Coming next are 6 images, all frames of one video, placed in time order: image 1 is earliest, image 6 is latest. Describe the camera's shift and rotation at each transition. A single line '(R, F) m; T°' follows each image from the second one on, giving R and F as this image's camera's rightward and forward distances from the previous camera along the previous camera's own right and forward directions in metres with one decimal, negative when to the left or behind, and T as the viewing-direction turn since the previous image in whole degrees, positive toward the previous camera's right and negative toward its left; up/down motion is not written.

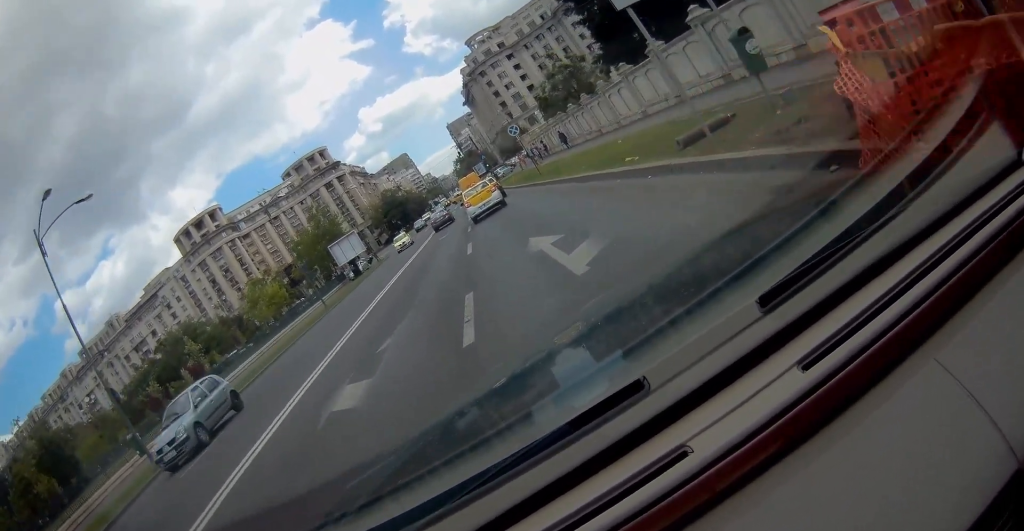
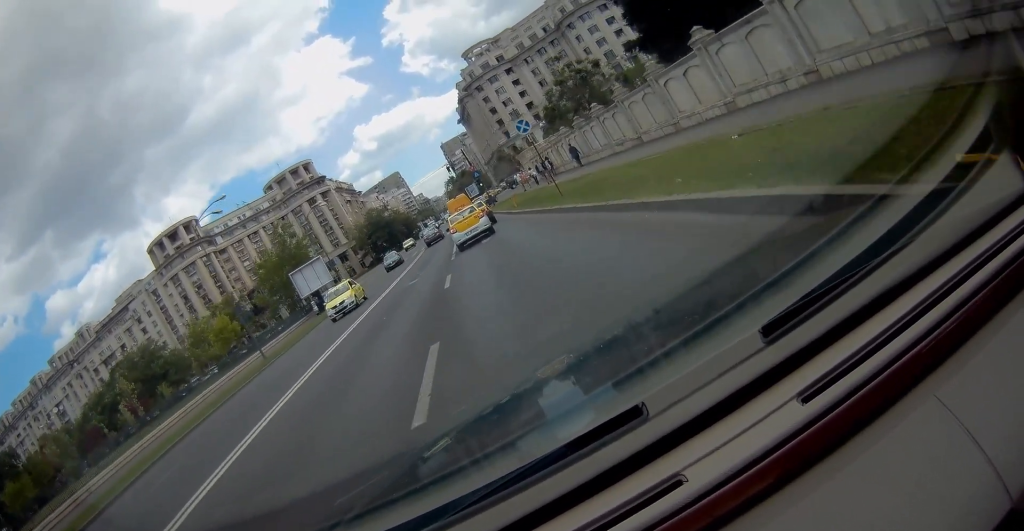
(-0.1, +10.0) m; -1°
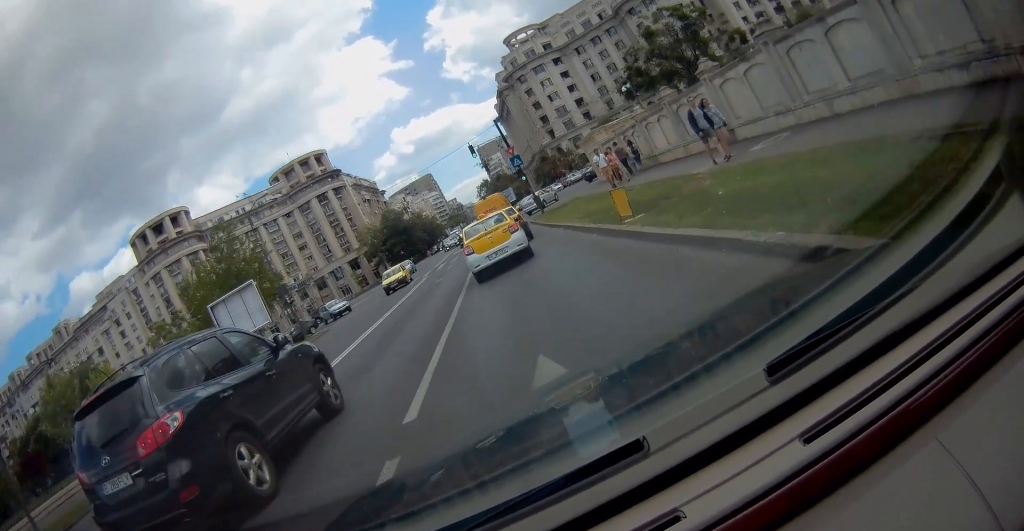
(+0.8, +21.1) m; +1°
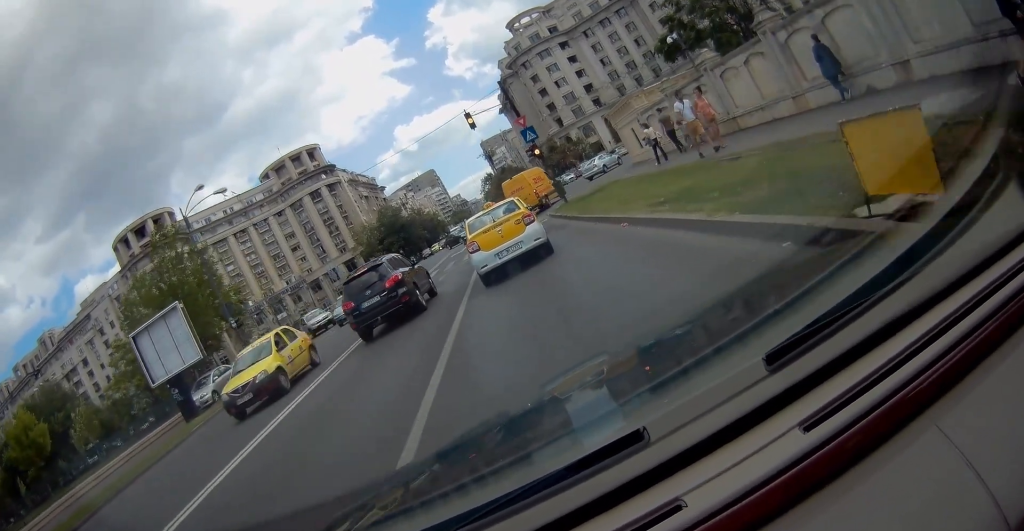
(-0.7, +9.4) m; -1°
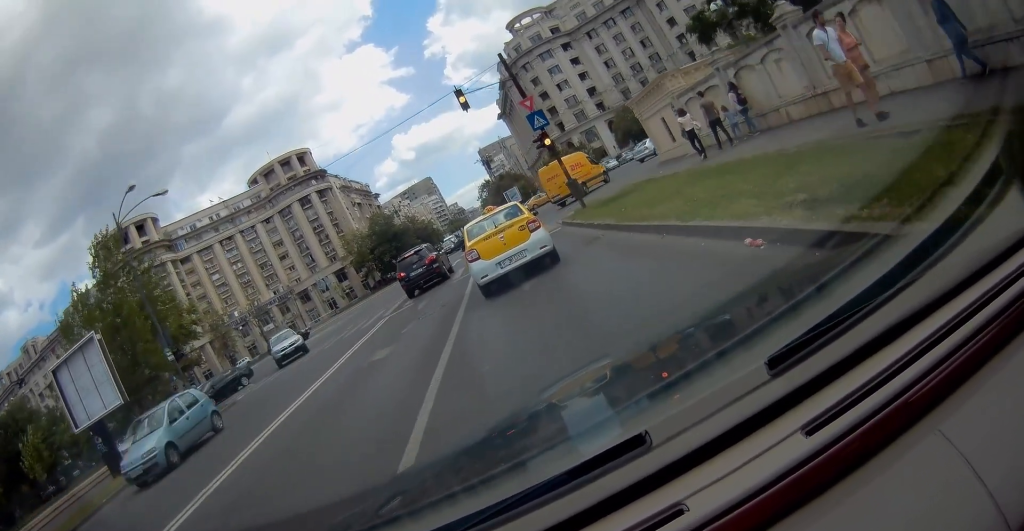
(+0.4, +6.1) m; +4°
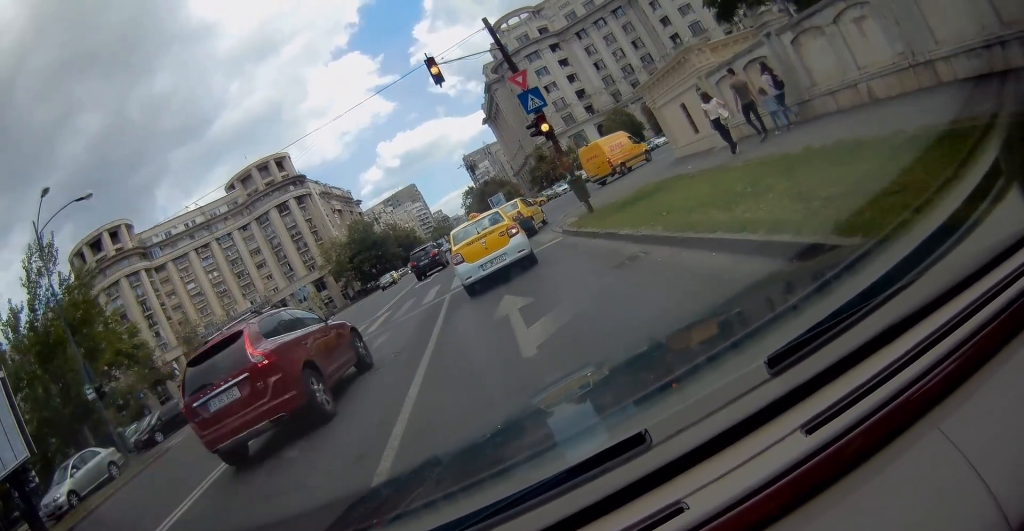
(+0.1, +5.0) m; -2°
